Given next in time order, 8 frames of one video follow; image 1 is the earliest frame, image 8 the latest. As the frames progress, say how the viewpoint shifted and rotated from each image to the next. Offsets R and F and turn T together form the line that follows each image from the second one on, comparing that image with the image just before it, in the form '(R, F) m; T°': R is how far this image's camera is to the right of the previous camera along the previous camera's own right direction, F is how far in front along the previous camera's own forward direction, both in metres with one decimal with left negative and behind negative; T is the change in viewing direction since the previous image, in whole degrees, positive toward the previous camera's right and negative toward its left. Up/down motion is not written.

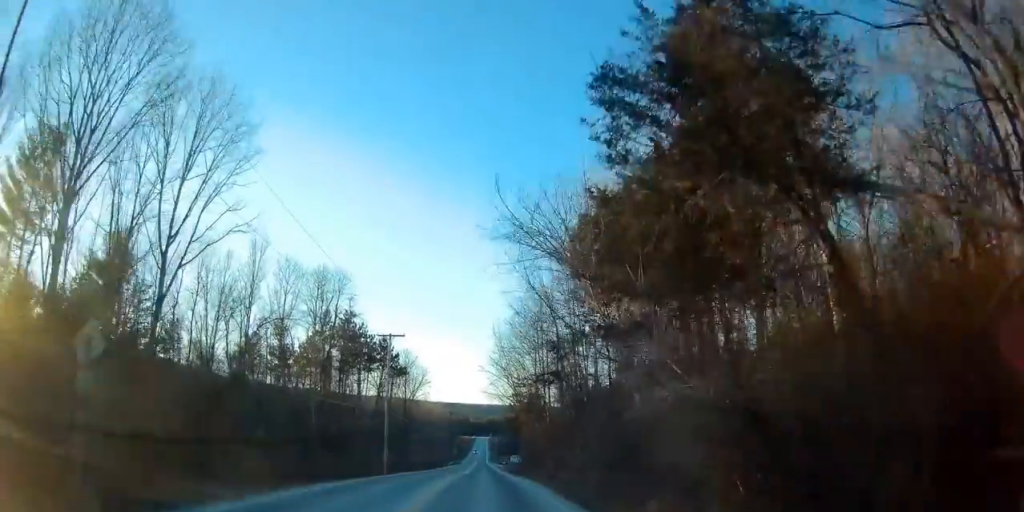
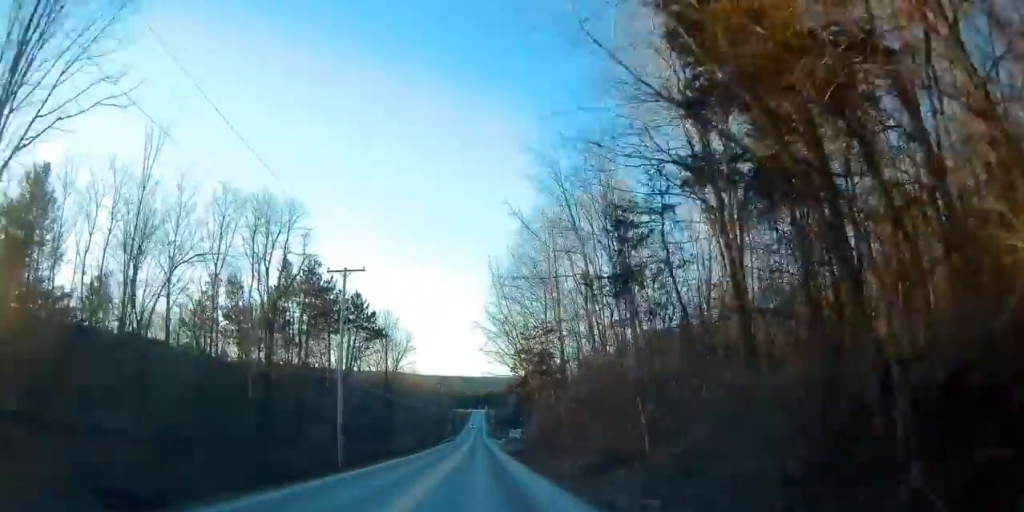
(+0.1, +14.3) m; +1°
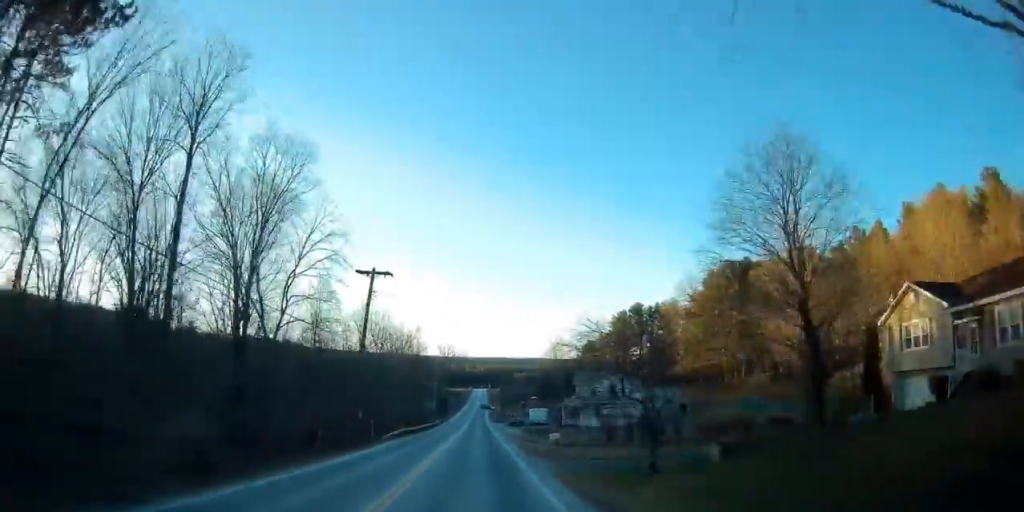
(+0.3, +57.4) m; 0°
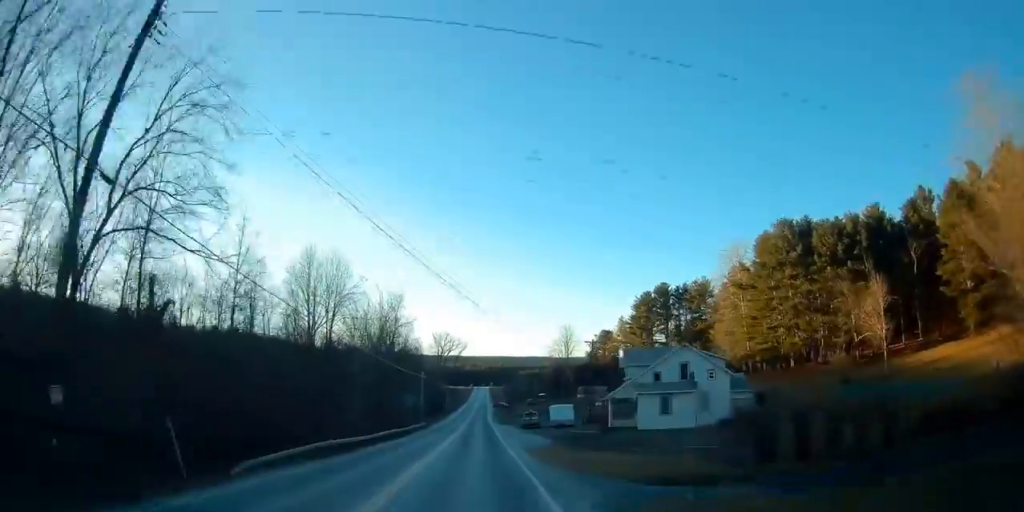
(+0.5, +25.1) m; 0°
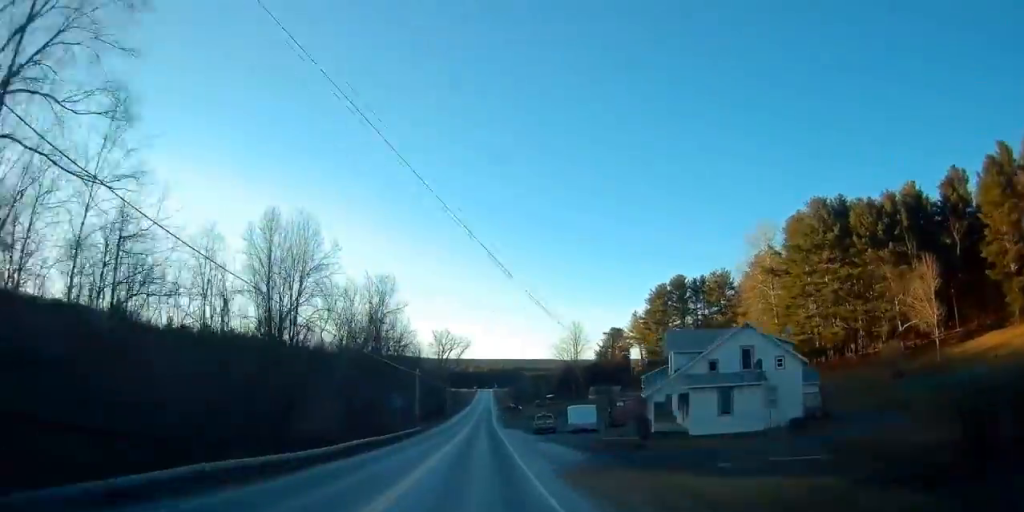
(-0.1, +10.9) m; -1°
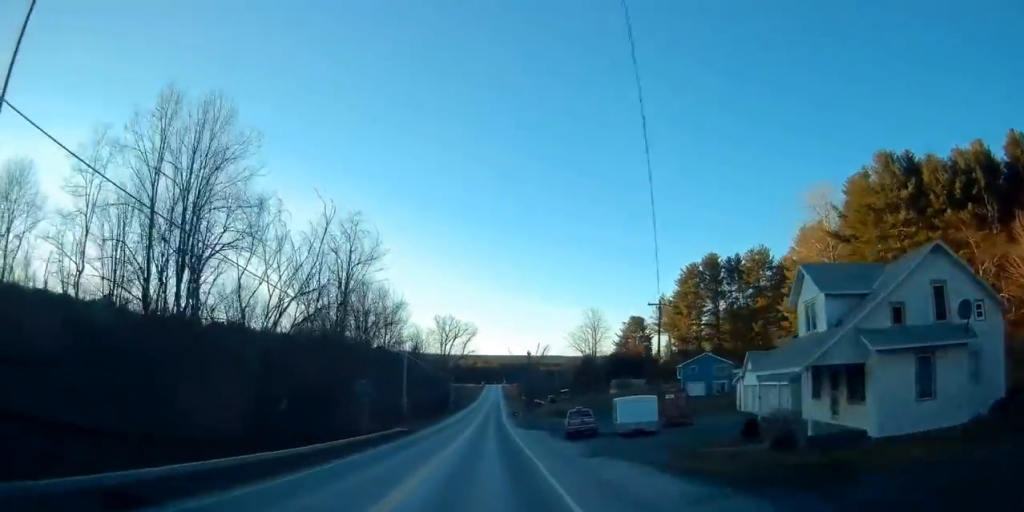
(-0.1, +17.2) m; -1°
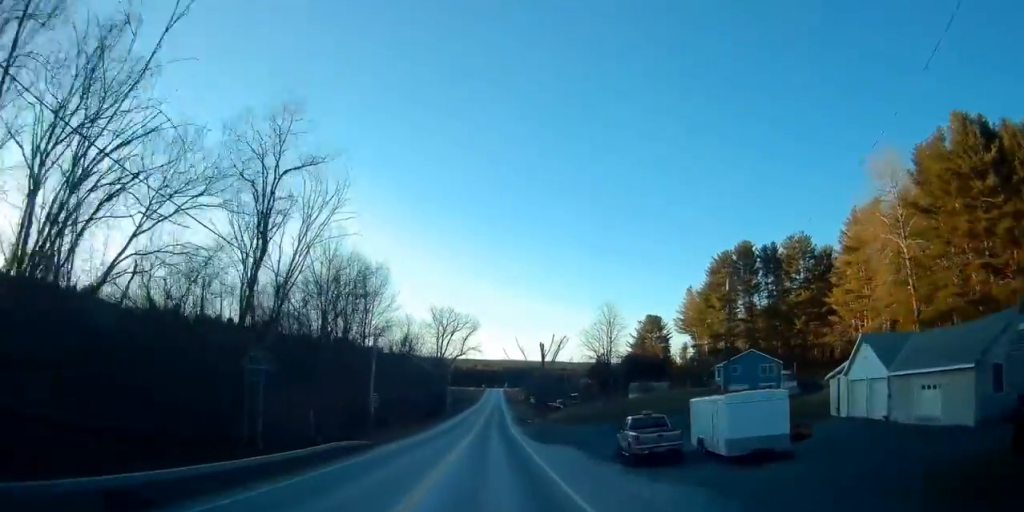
(-0.1, +16.5) m; 0°
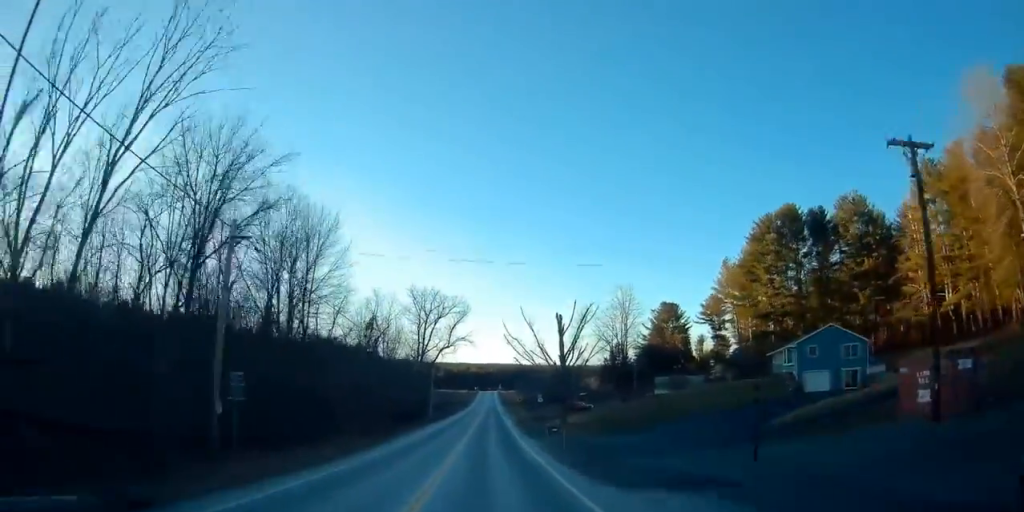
(0.0, +22.1) m; 0°
